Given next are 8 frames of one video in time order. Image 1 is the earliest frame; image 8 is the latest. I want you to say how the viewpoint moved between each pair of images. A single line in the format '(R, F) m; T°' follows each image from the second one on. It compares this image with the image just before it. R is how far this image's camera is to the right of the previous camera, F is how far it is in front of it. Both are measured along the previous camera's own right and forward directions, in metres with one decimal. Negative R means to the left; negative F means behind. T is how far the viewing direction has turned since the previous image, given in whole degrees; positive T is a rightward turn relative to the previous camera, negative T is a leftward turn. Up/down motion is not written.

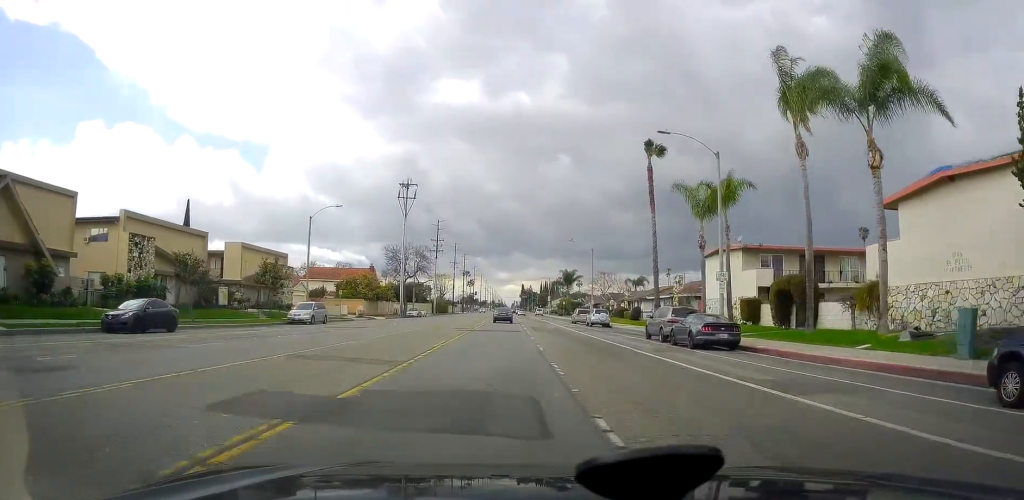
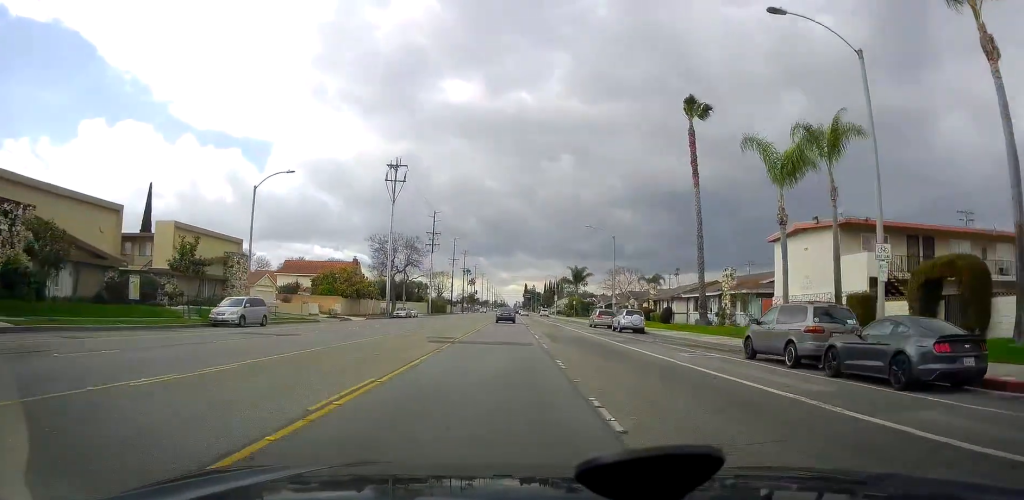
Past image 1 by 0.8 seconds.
(0.0, +13.1) m; 0°
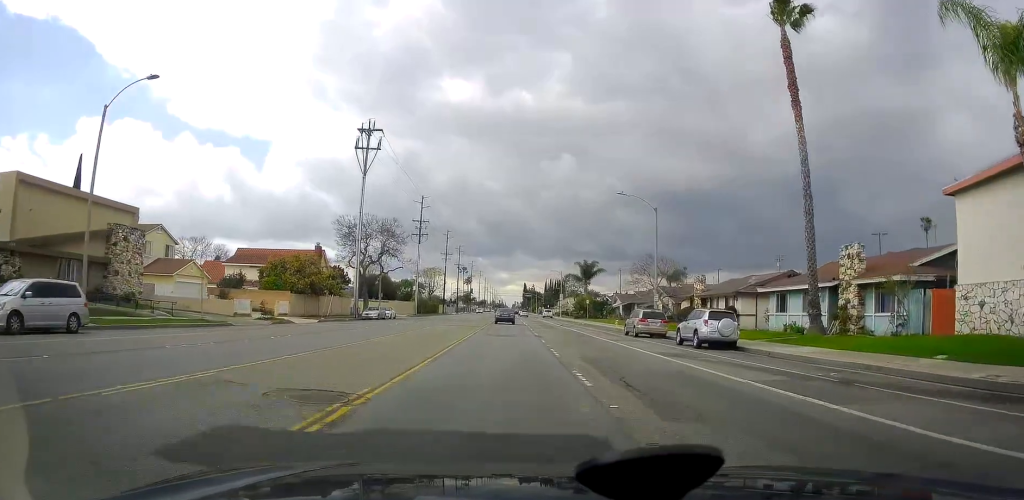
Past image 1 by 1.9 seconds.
(-0.1, +17.7) m; +1°
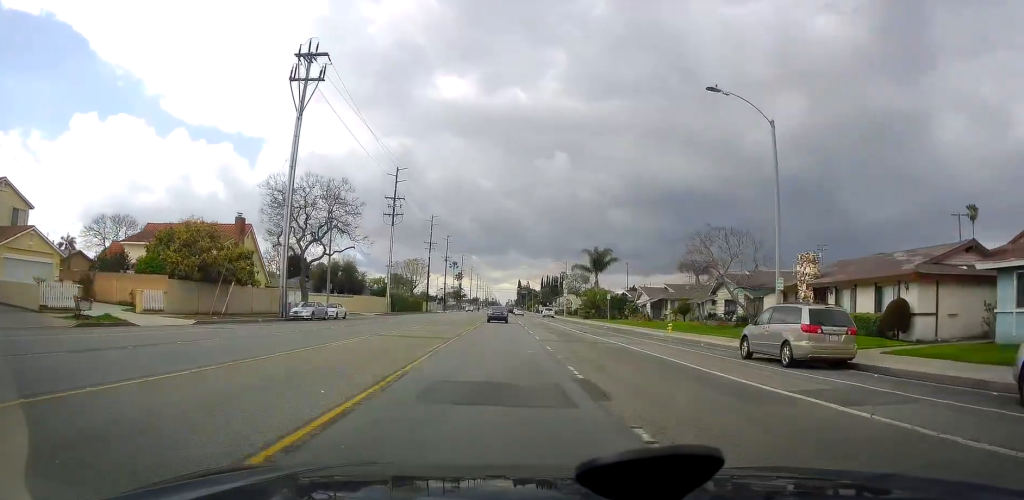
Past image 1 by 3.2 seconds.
(+0.3, +20.9) m; +1°
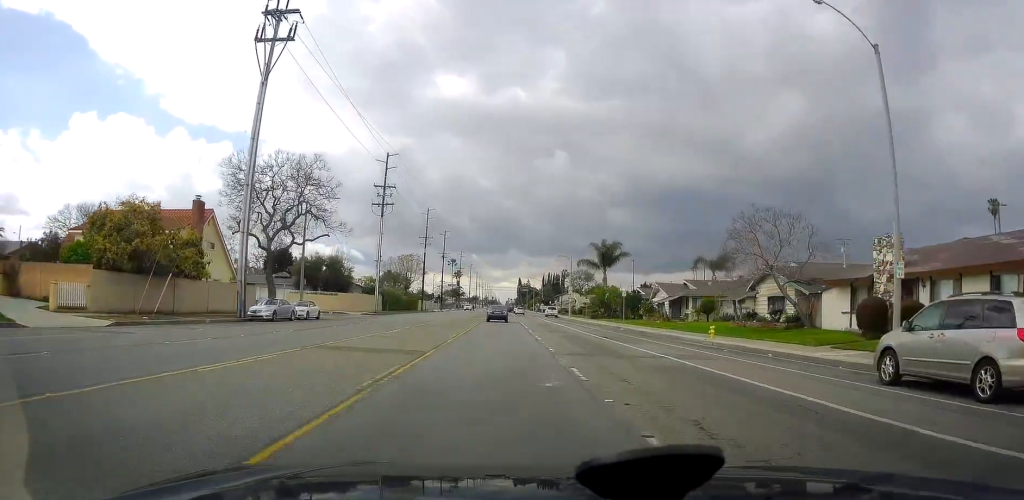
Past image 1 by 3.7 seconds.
(0.0, +8.0) m; 0°
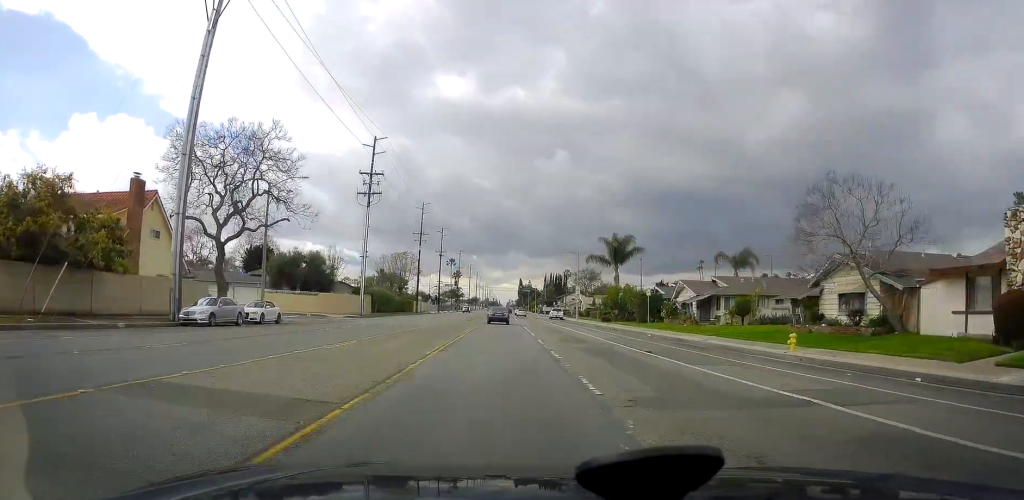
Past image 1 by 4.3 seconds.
(0.0, +8.5) m; 0°
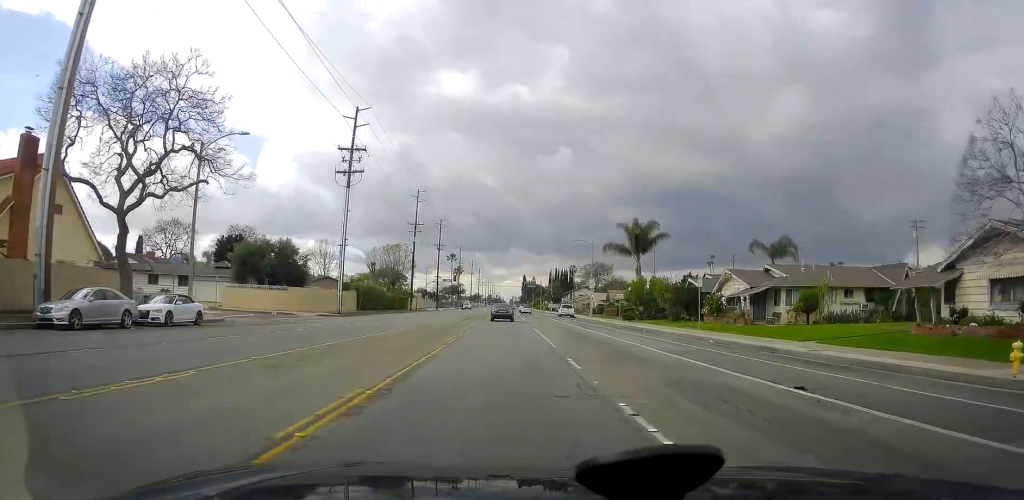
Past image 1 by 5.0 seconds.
(0.0, +11.2) m; 0°
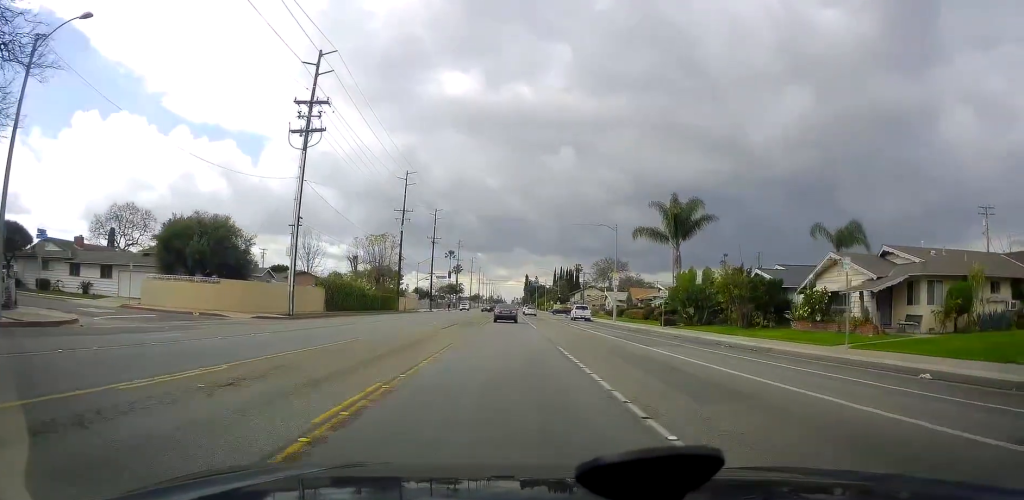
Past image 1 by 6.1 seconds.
(0.0, +15.6) m; -1°
